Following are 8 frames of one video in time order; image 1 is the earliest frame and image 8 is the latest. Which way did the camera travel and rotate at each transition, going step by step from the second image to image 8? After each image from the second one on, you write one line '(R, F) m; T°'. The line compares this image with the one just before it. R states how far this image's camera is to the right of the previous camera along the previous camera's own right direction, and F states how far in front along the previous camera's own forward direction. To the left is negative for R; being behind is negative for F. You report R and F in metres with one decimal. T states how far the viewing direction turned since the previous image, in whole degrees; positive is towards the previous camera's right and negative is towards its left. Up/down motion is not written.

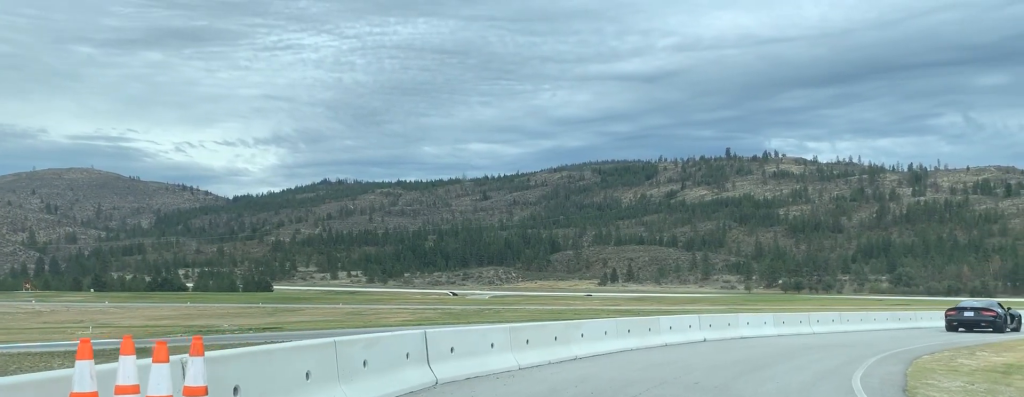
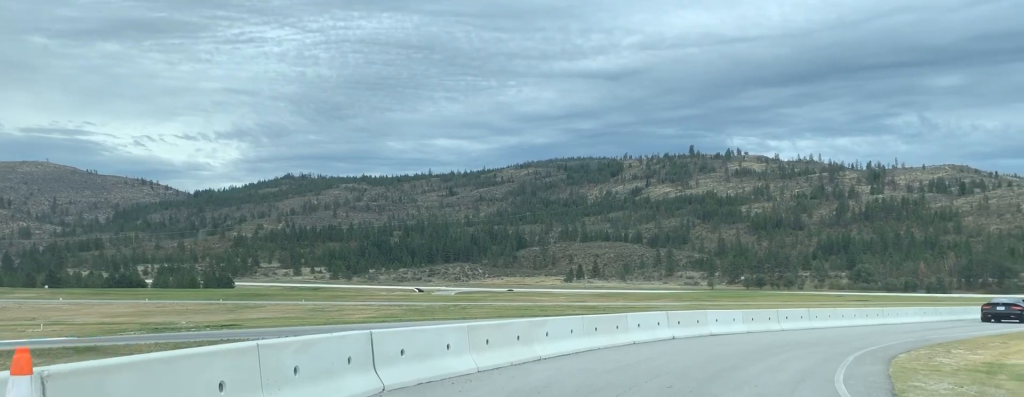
(0.0, +1.9) m; +12°
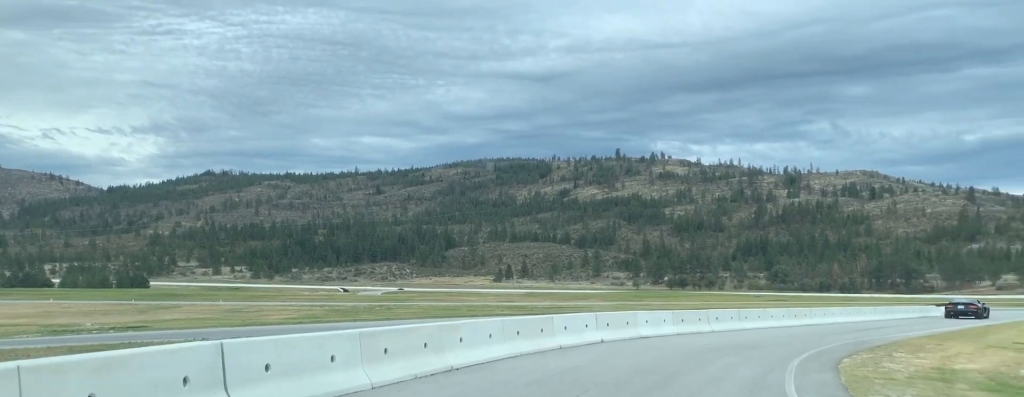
(+0.1, +2.0) m; +9°
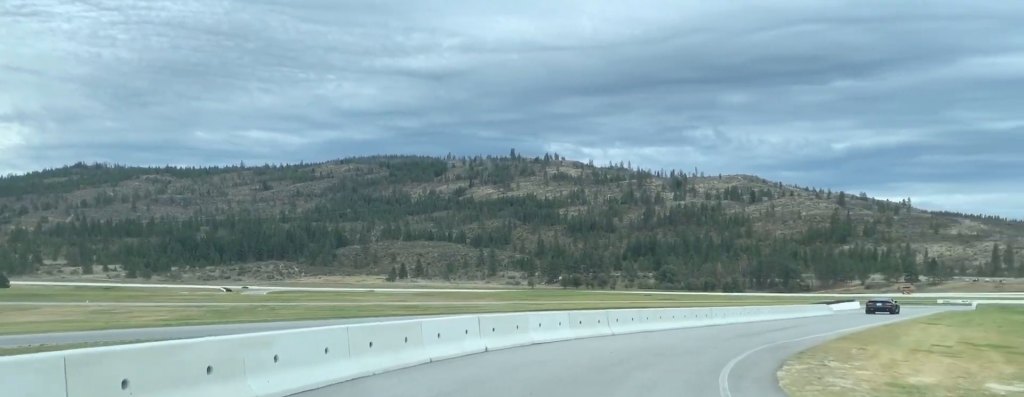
(+0.4, +3.0) m; +7°
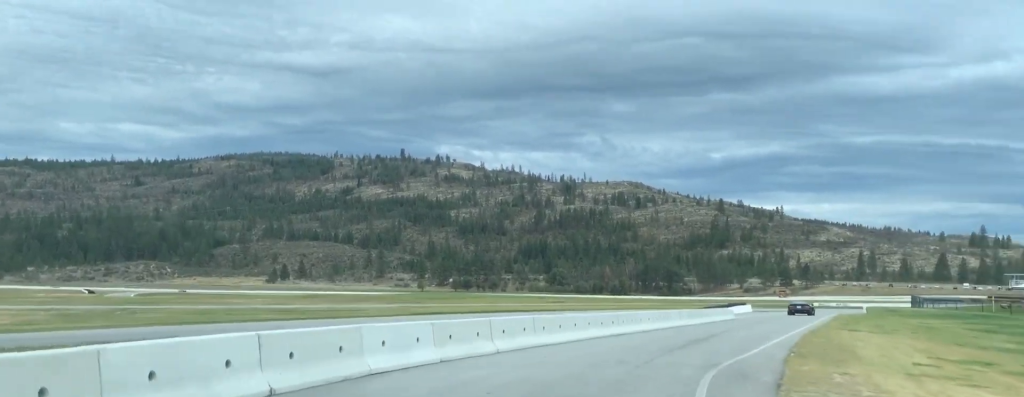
(+0.2, +5.3) m; +7°
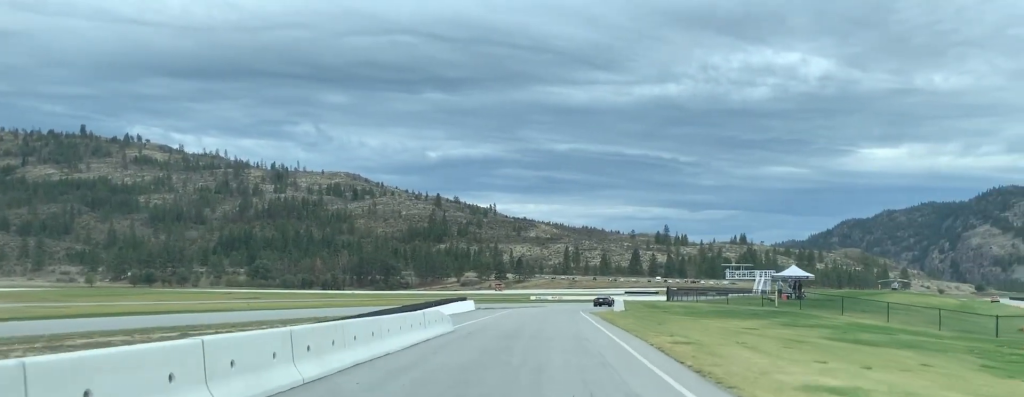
(+3.9, +24.0) m; +14°
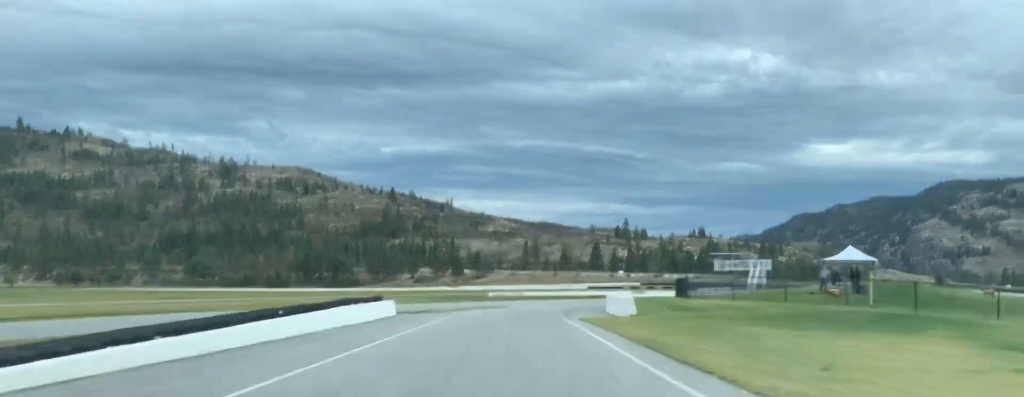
(+0.6, +20.1) m; +3°
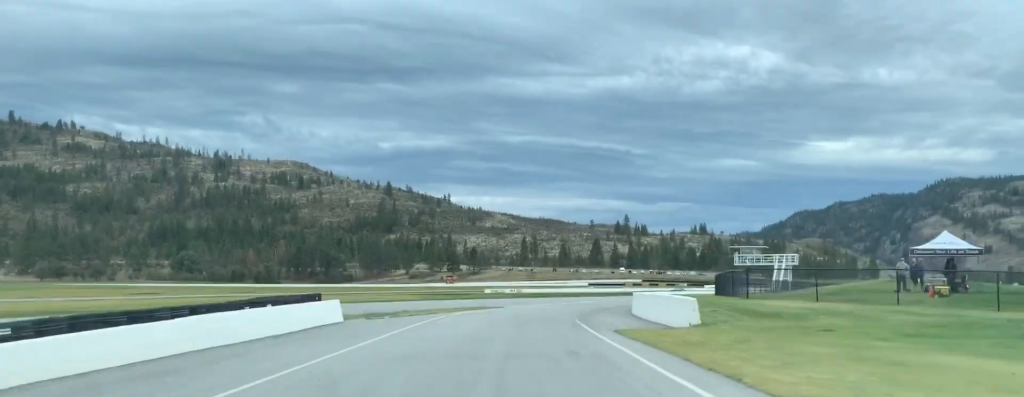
(+0.1, +10.0) m; +1°
